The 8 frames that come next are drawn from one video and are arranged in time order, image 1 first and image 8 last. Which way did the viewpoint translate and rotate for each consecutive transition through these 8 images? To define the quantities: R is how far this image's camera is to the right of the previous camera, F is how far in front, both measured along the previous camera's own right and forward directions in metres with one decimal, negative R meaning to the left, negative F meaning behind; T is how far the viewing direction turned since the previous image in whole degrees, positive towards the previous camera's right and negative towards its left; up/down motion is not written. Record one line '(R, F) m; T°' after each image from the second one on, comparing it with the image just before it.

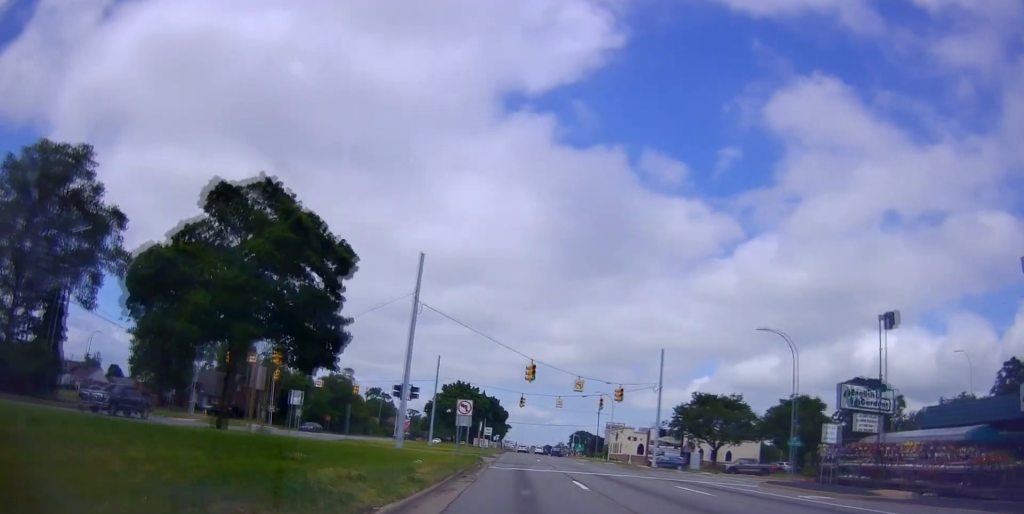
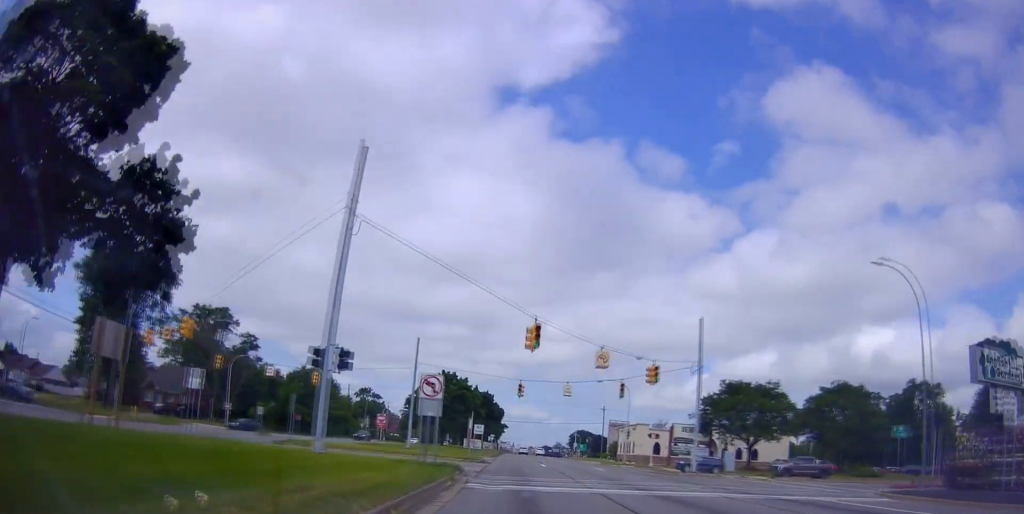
(0.0, +13.0) m; -1°
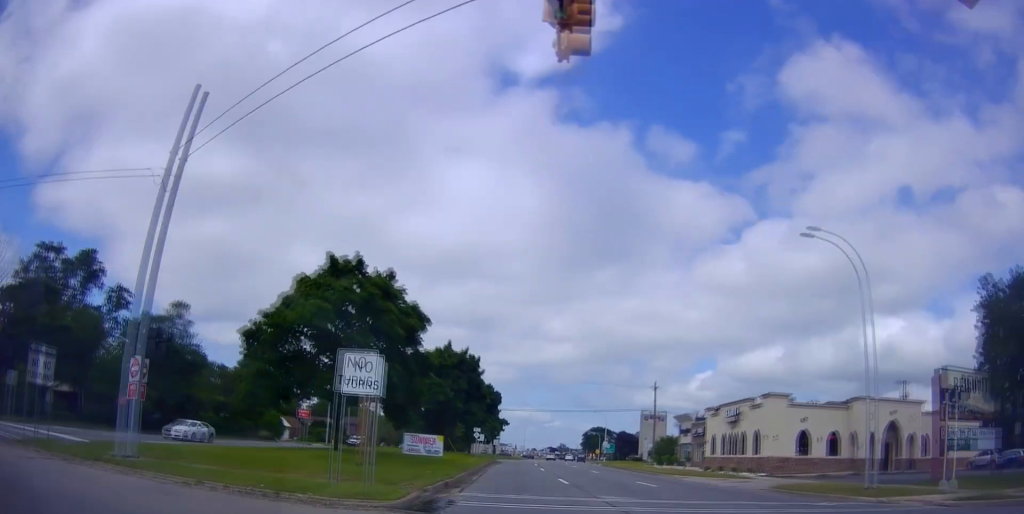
(-0.2, +45.5) m; +1°
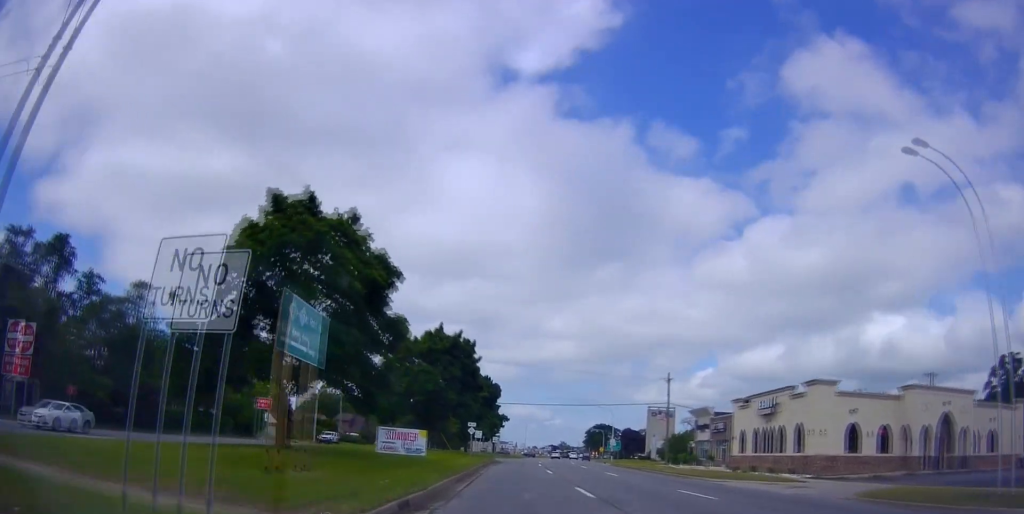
(0.0, +7.2) m; 0°
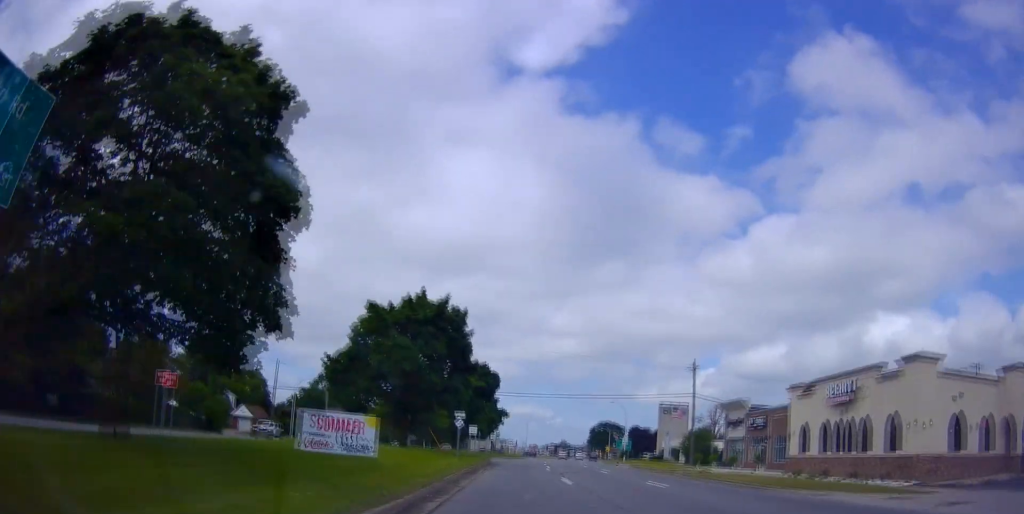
(0.0, +10.8) m; 0°
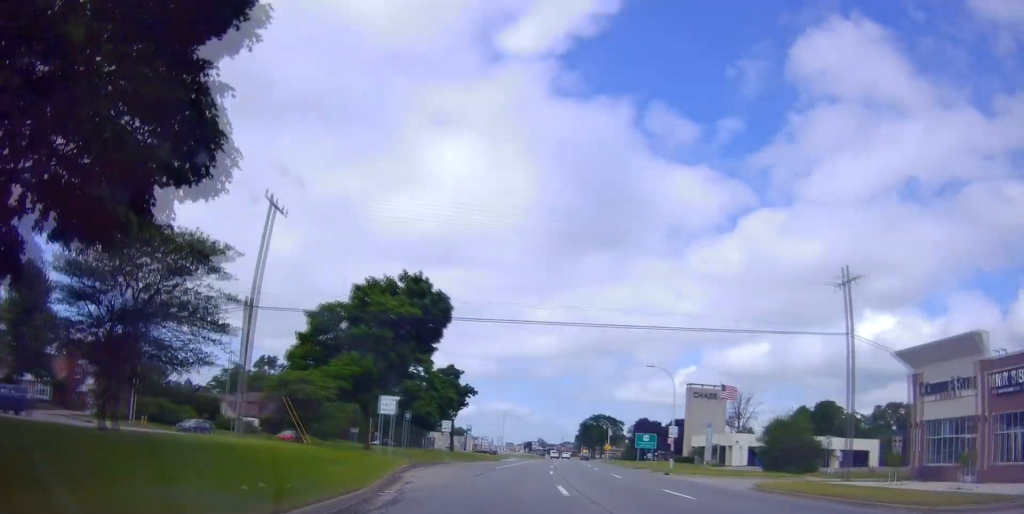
(-0.3, +36.9) m; -2°
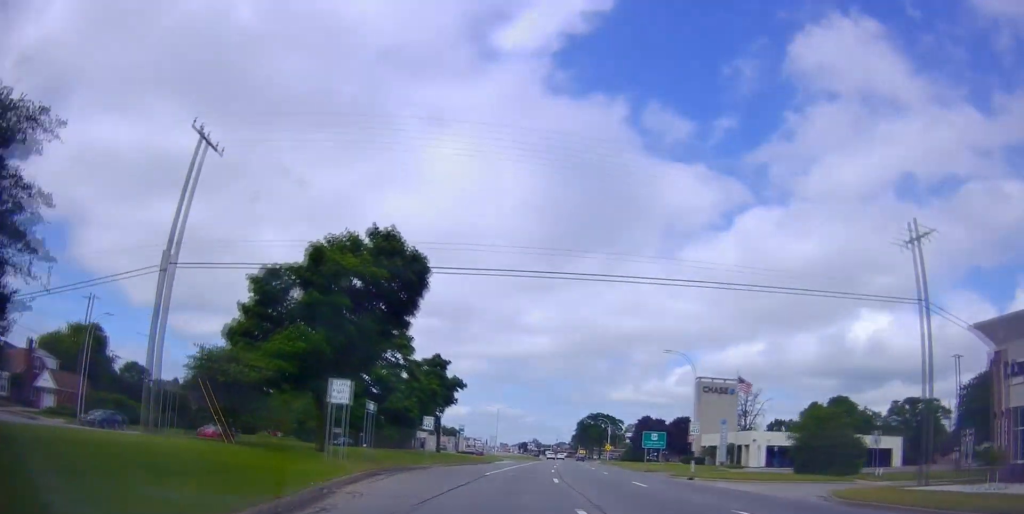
(-0.2, +7.9) m; 0°
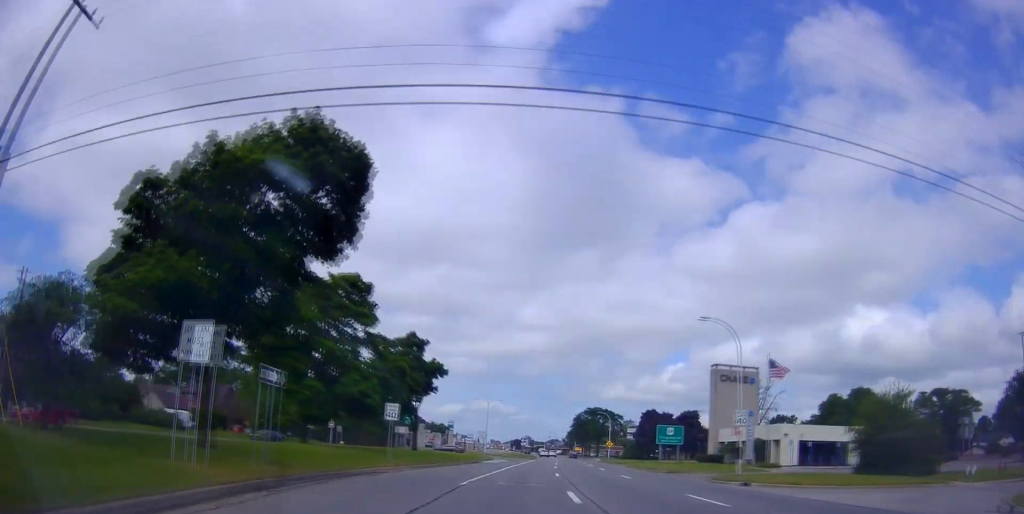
(0.0, +10.8) m; +1°
